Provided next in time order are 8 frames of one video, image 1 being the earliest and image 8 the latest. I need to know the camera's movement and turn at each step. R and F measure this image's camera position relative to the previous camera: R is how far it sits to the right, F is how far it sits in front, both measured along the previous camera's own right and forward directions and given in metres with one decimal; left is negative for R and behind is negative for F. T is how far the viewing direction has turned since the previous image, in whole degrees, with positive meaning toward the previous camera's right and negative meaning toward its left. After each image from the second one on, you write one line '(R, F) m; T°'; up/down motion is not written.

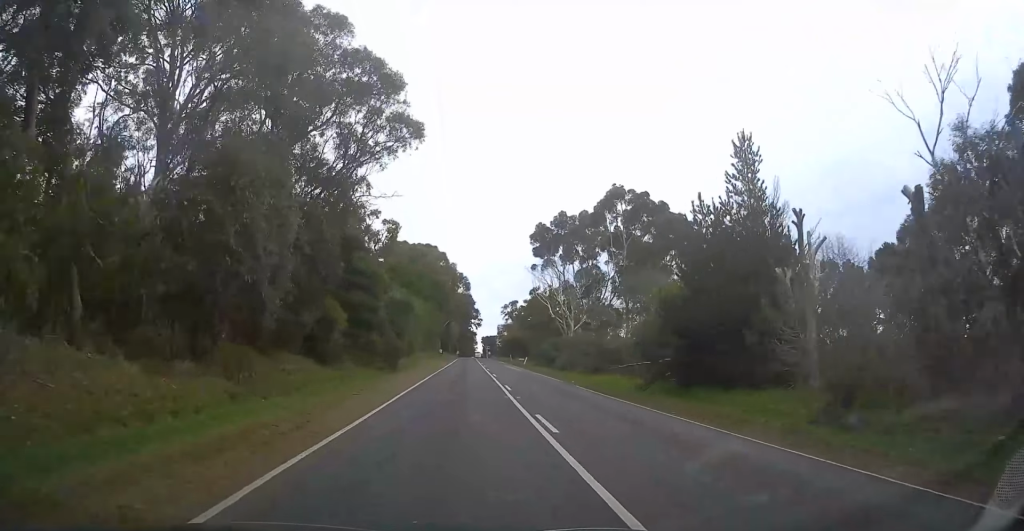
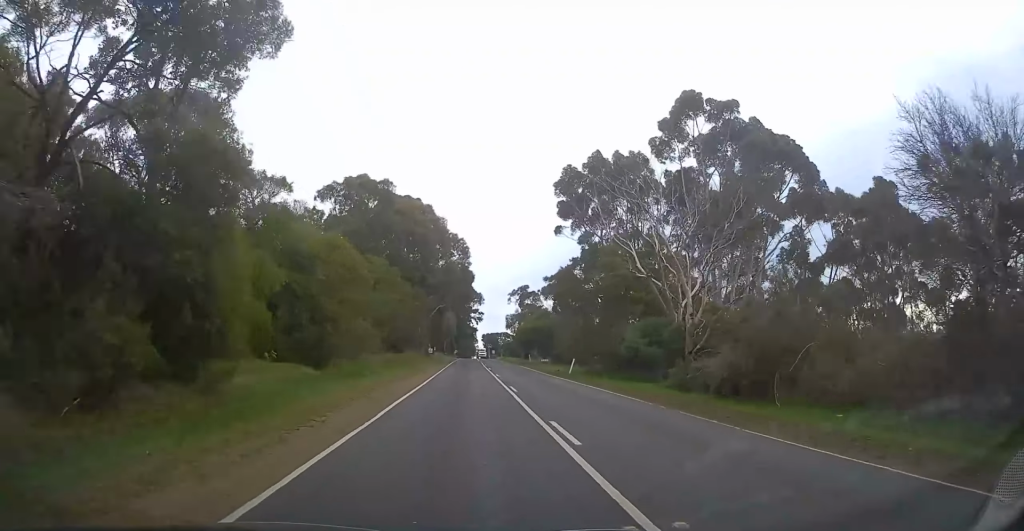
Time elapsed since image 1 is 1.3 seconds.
(-0.2, +36.5) m; 0°
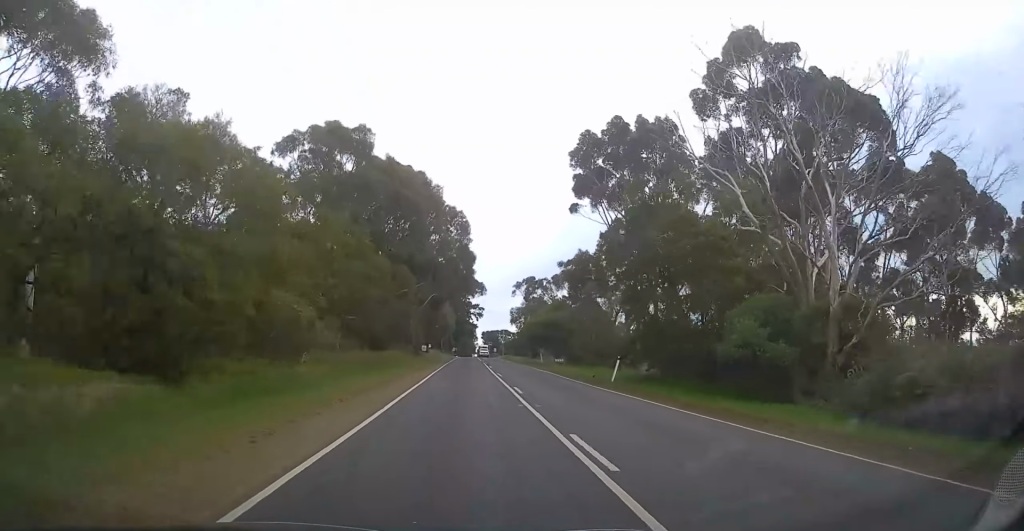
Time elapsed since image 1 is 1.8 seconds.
(+0.3, +13.4) m; 0°
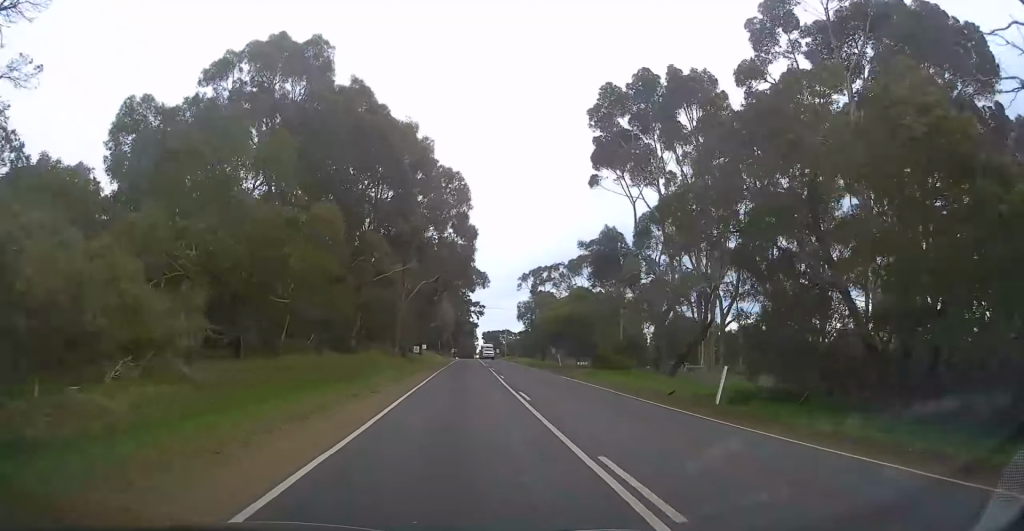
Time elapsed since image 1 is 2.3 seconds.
(-0.2, +13.7) m; -1°
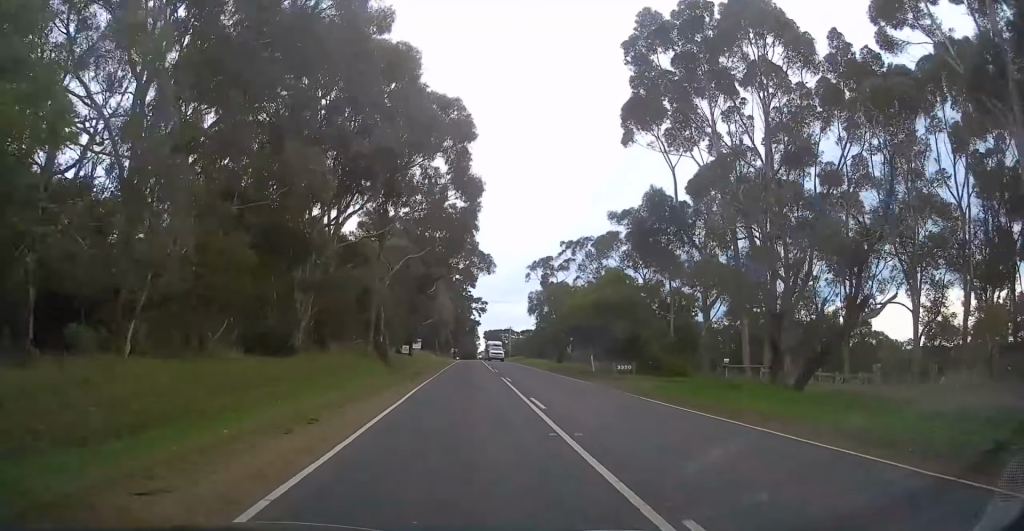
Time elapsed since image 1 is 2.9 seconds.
(-0.1, +14.9) m; -1°
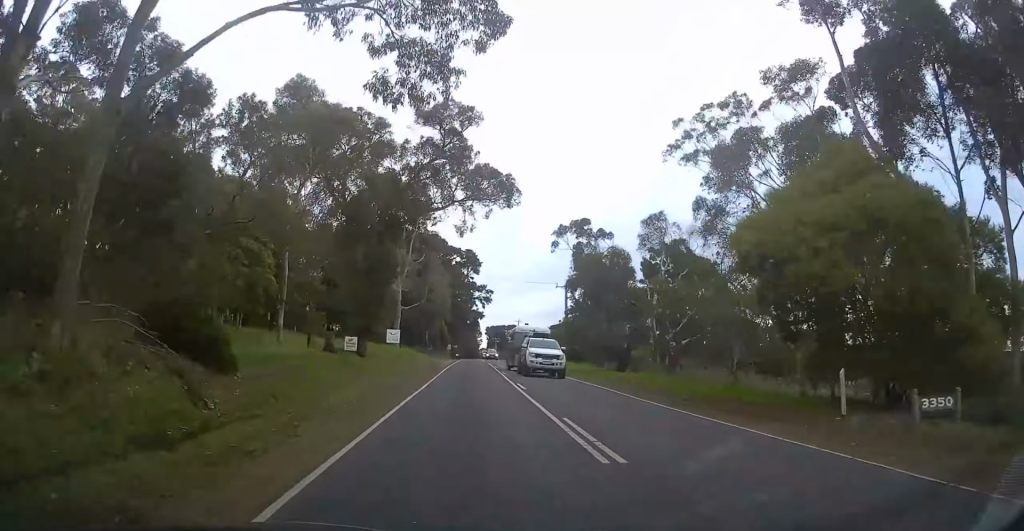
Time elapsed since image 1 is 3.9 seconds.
(0.0, +28.5) m; +1°
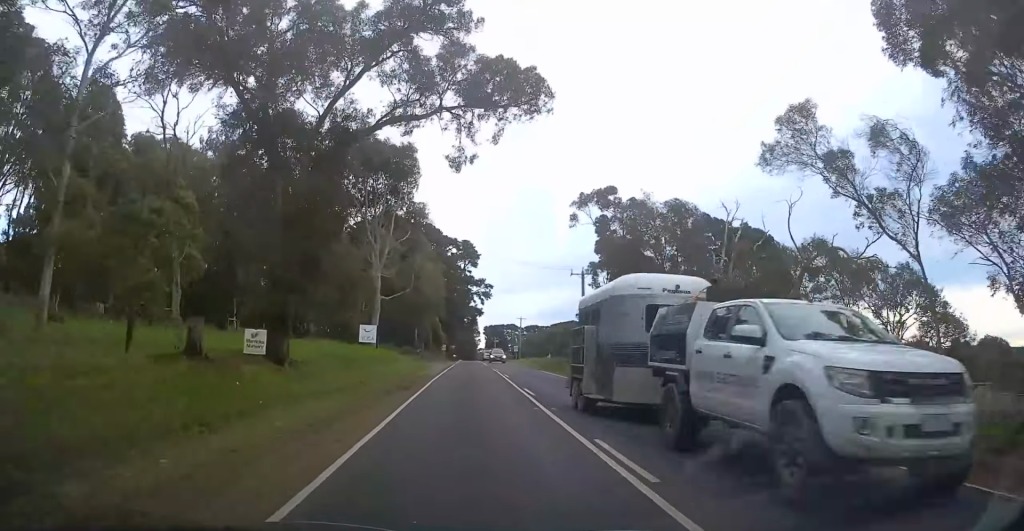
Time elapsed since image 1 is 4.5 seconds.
(+0.1, +14.8) m; +1°
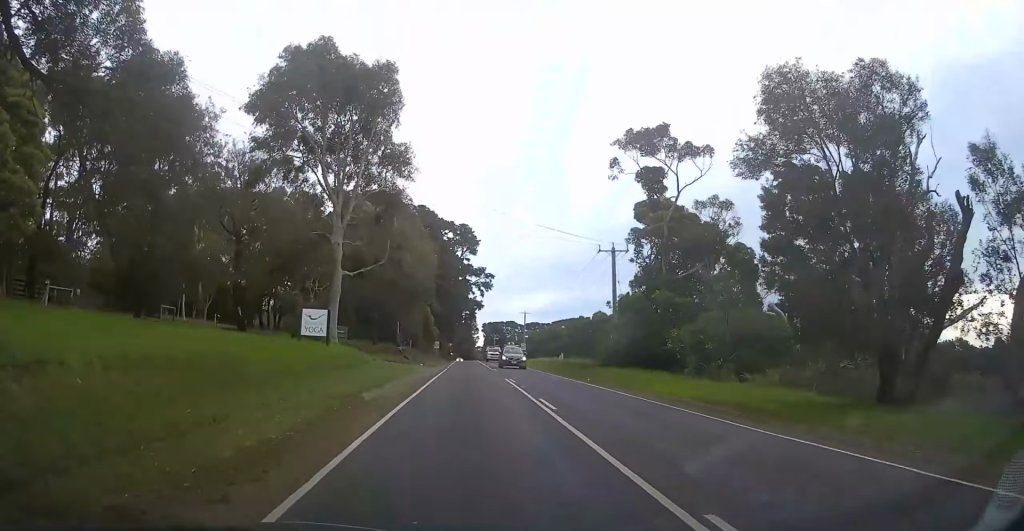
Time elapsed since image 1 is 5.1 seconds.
(+0.1, +15.9) m; 0°
